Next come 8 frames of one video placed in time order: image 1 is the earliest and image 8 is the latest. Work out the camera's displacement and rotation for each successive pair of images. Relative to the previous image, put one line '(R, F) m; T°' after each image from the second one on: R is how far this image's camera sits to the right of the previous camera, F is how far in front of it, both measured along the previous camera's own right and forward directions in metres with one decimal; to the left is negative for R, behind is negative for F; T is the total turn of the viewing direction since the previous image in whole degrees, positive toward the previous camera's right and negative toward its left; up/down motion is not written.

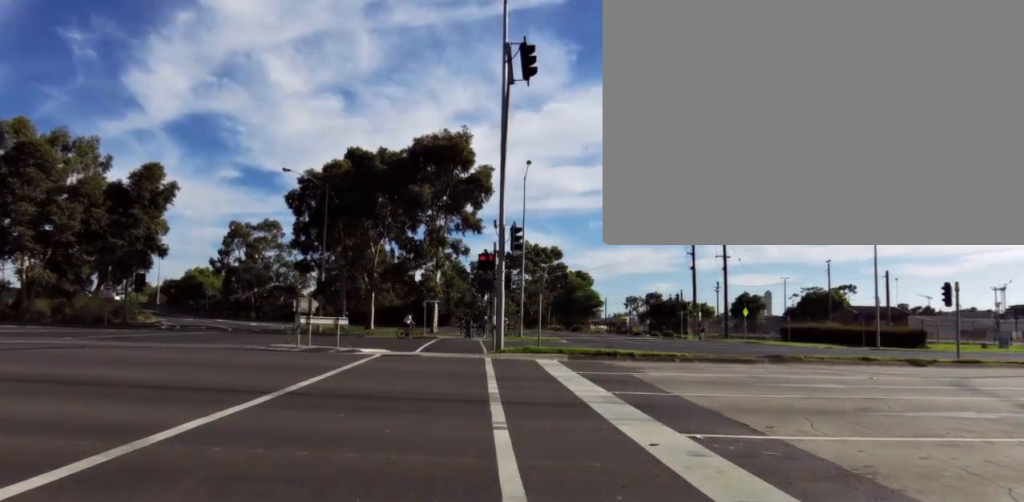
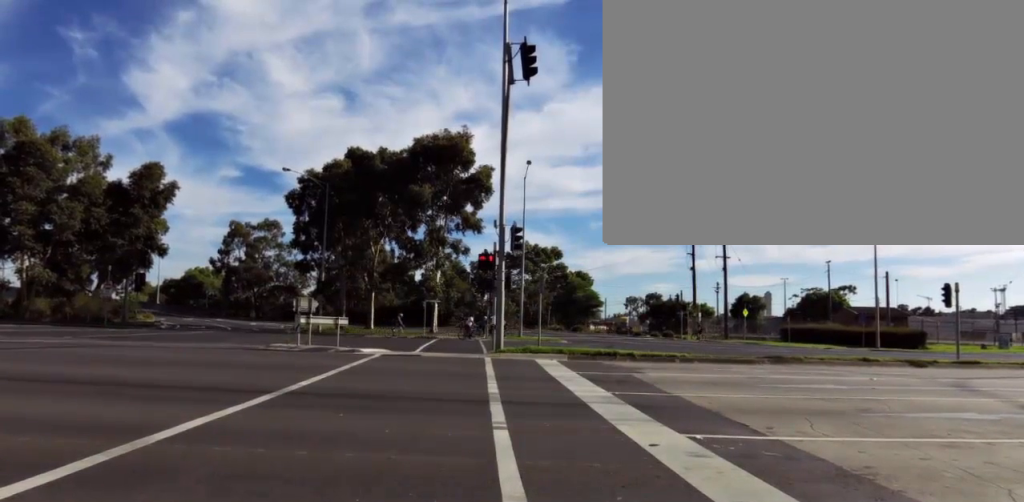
(0.0, 0.0) m; 0°
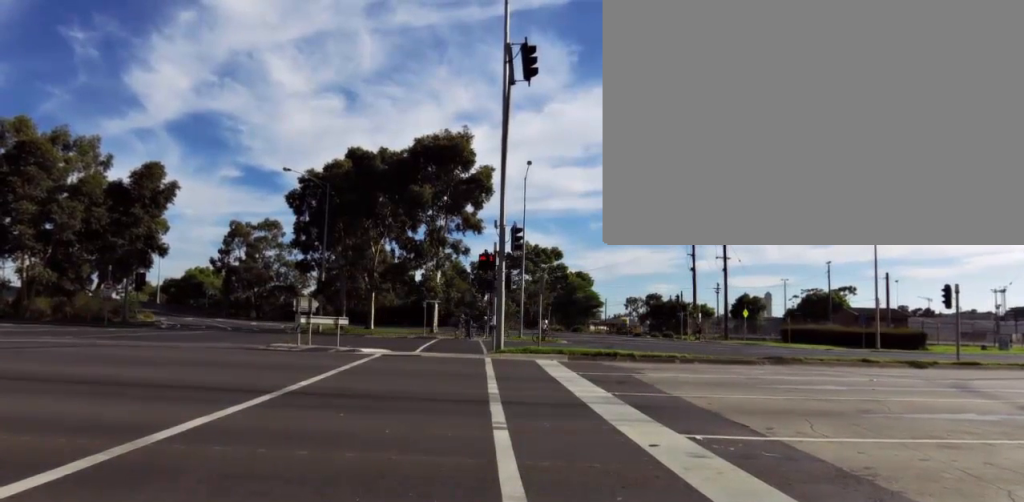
(0.0, 0.0) m; 0°
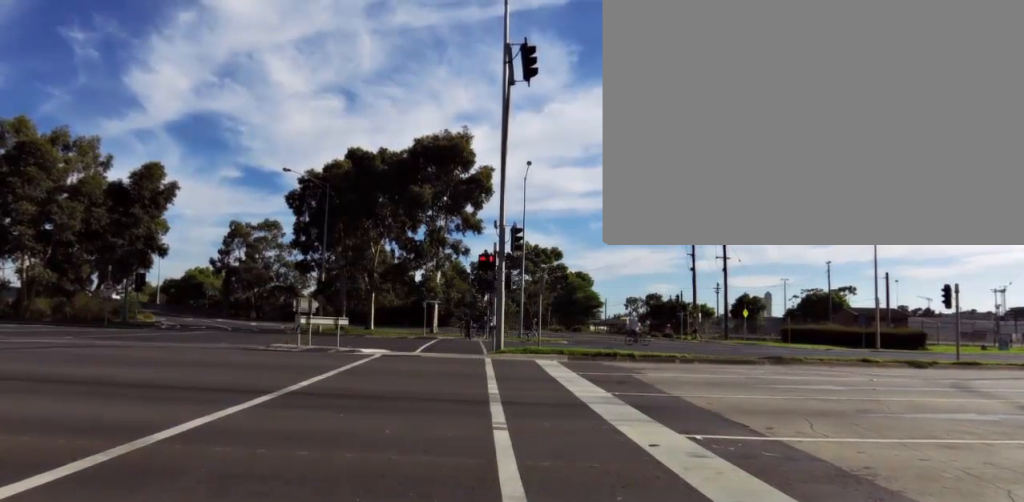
(0.0, 0.0) m; 0°
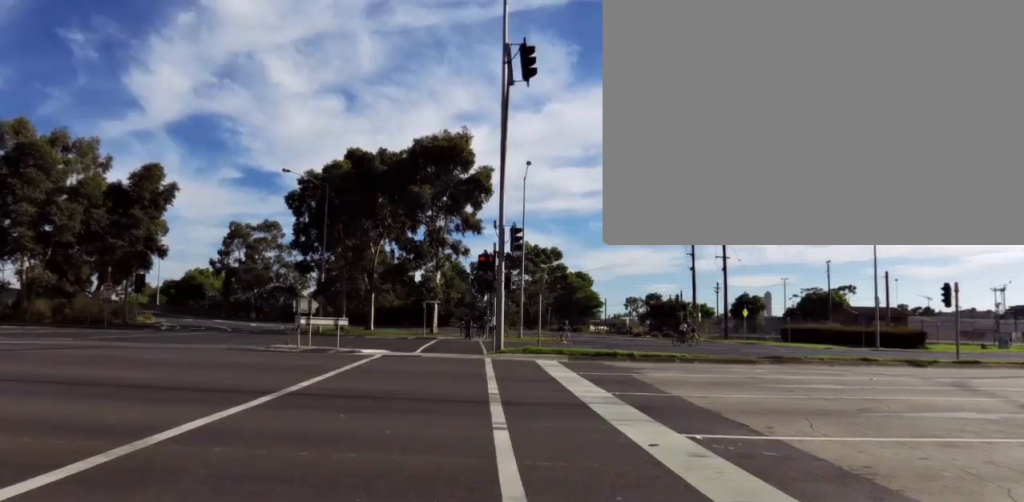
(0.0, 0.0) m; 0°
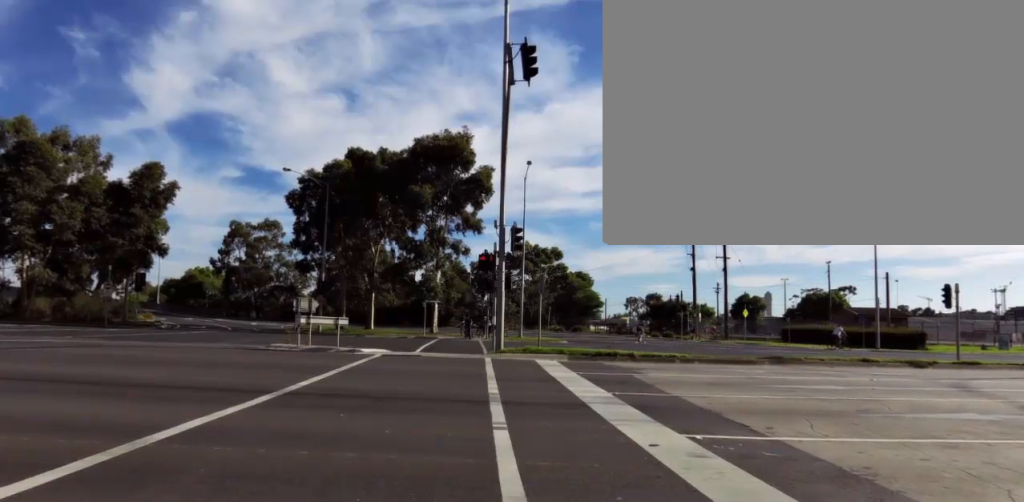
(0.0, 0.0) m; 0°
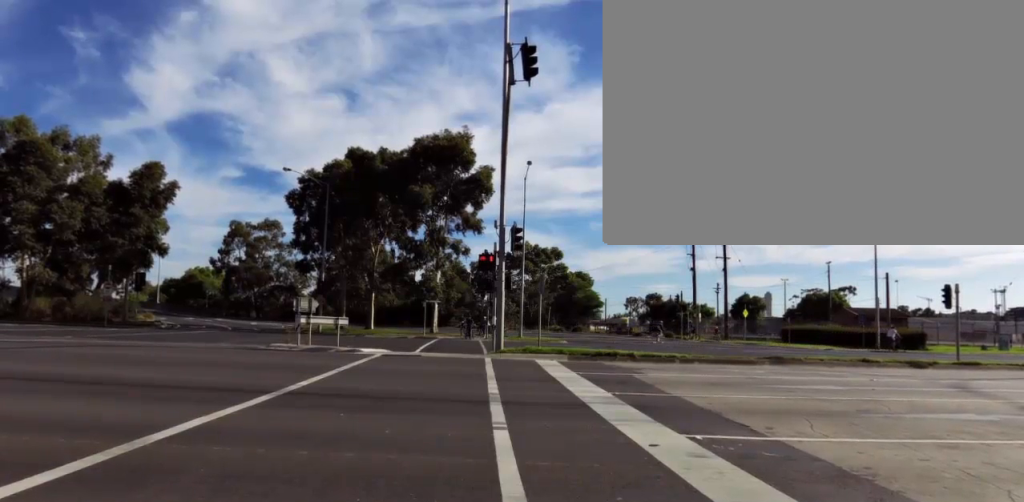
(0.0, 0.0) m; 0°
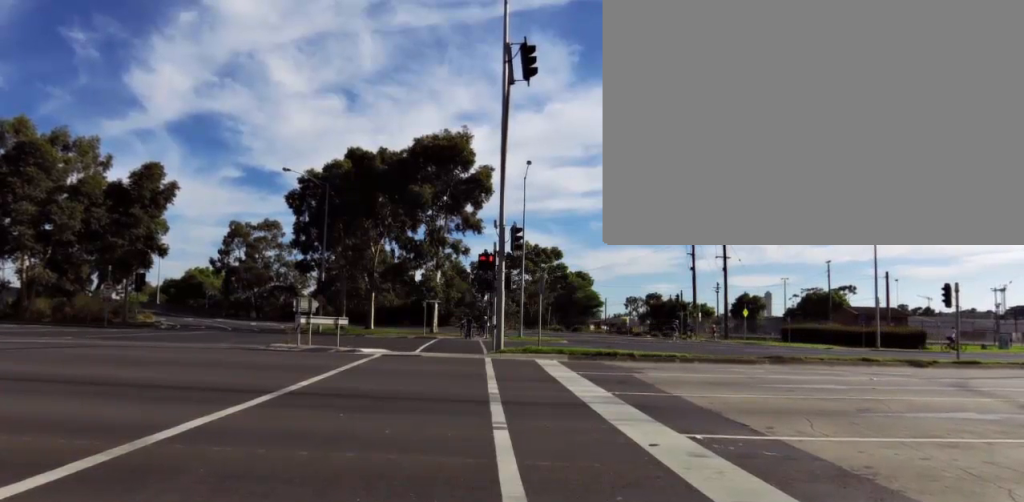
(0.0, 0.0) m; 0°
